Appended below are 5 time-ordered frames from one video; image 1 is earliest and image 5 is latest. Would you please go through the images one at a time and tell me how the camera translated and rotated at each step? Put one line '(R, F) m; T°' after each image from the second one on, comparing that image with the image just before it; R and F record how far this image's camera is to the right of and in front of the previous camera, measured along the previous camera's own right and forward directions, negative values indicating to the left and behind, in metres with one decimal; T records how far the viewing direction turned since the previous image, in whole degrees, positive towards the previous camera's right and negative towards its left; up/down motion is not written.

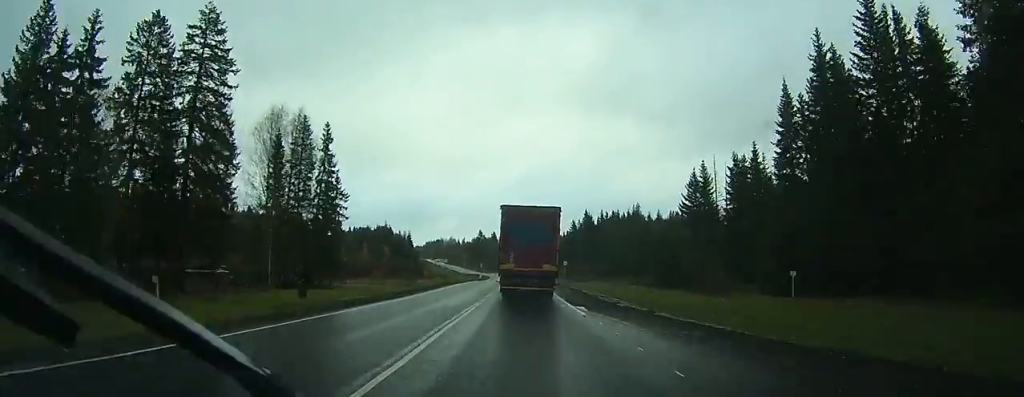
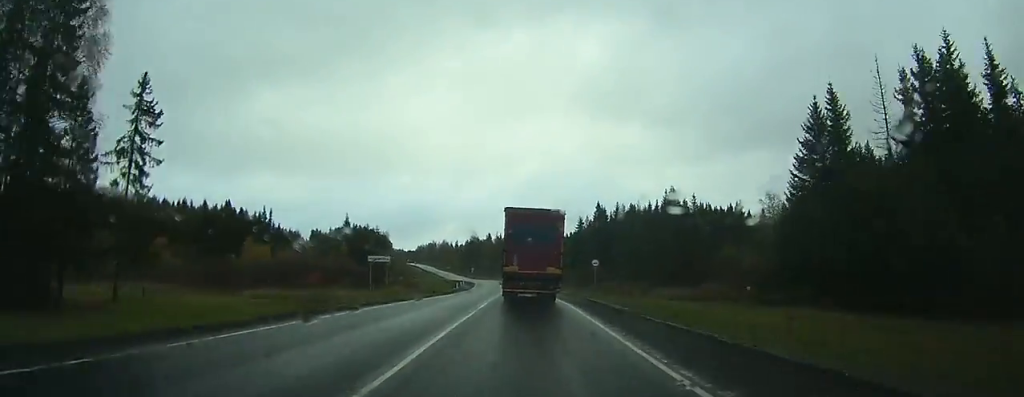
(-0.1, +37.4) m; 0°
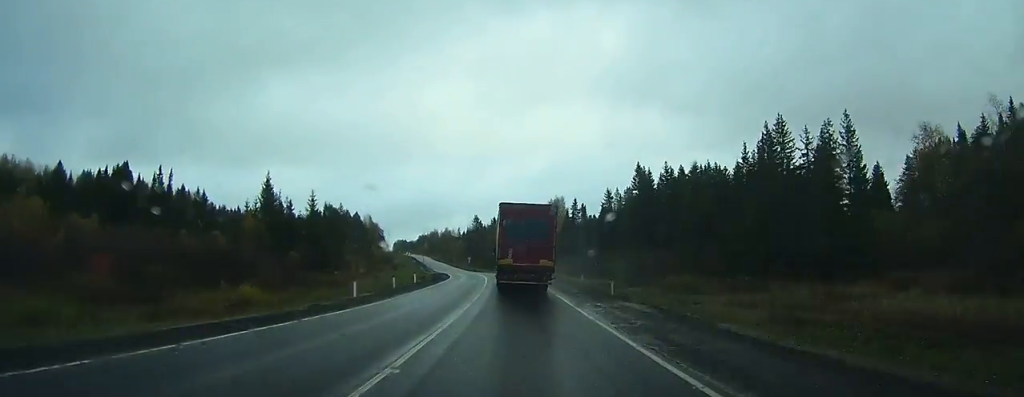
(-0.1, +48.0) m; -1°
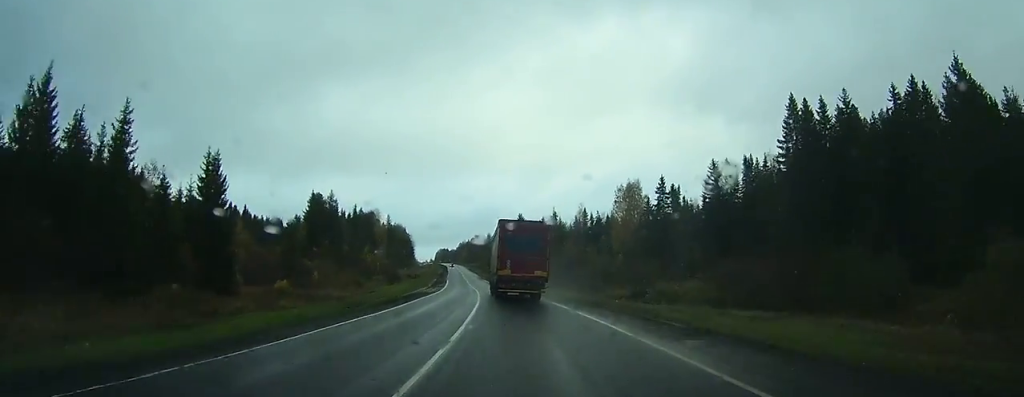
(-2.0, +55.5) m; -5°
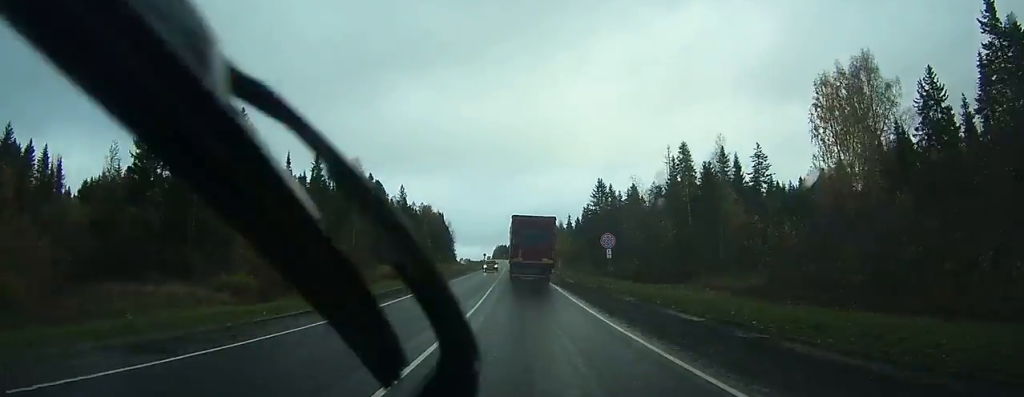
(-4.7, +75.5) m; -6°
